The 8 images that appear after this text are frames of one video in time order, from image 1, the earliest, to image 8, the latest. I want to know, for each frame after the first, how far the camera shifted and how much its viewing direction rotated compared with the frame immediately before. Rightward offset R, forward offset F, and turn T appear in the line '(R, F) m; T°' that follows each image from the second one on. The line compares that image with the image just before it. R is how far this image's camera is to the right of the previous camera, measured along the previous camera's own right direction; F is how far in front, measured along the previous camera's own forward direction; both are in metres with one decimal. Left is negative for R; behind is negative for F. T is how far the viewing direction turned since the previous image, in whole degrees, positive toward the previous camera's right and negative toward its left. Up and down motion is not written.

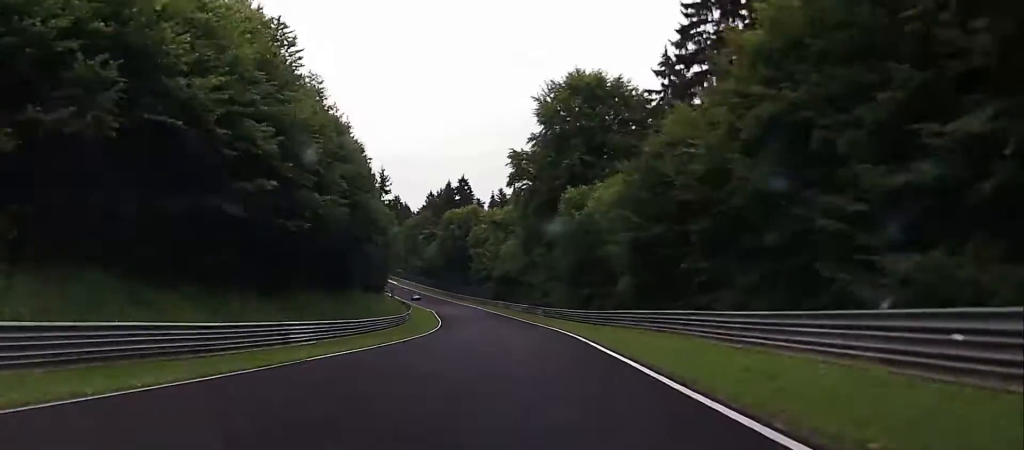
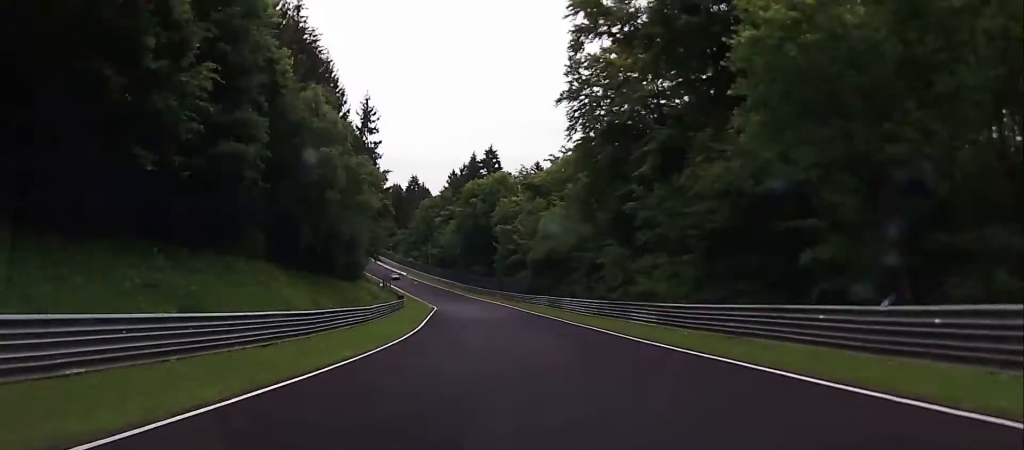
(+0.5, +38.4) m; -1°
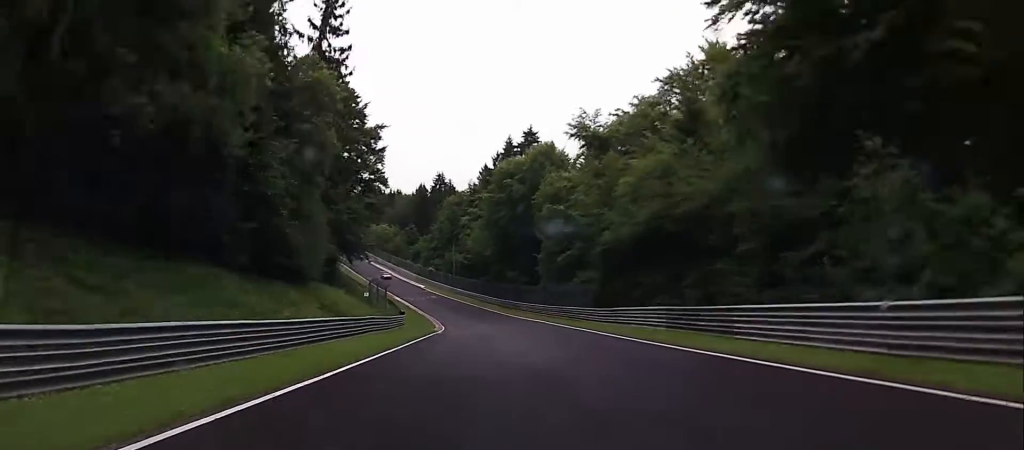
(-0.7, +32.4) m; -2°
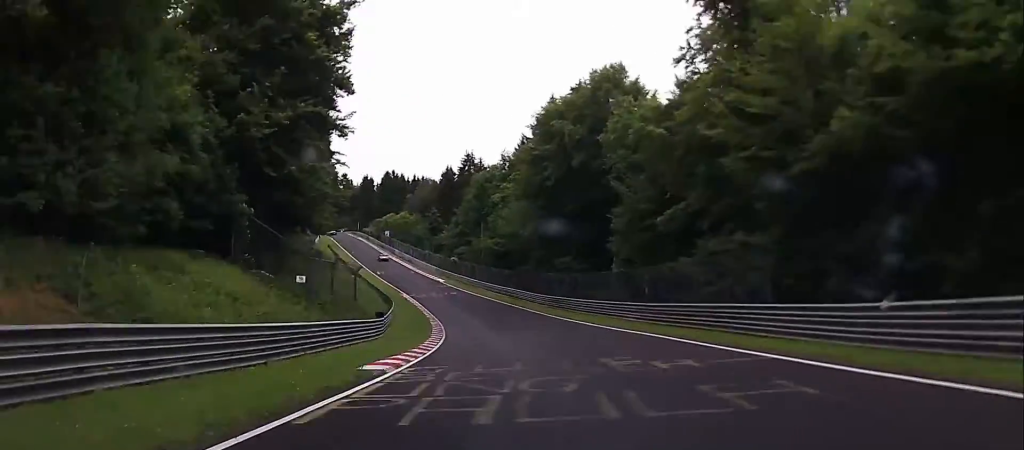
(-0.4, +29.4) m; -2°
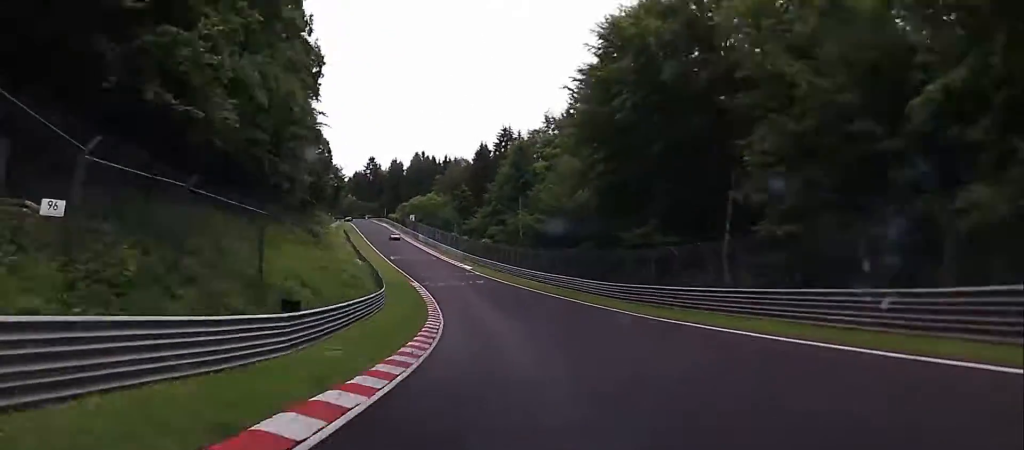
(0.0, +21.8) m; -2°
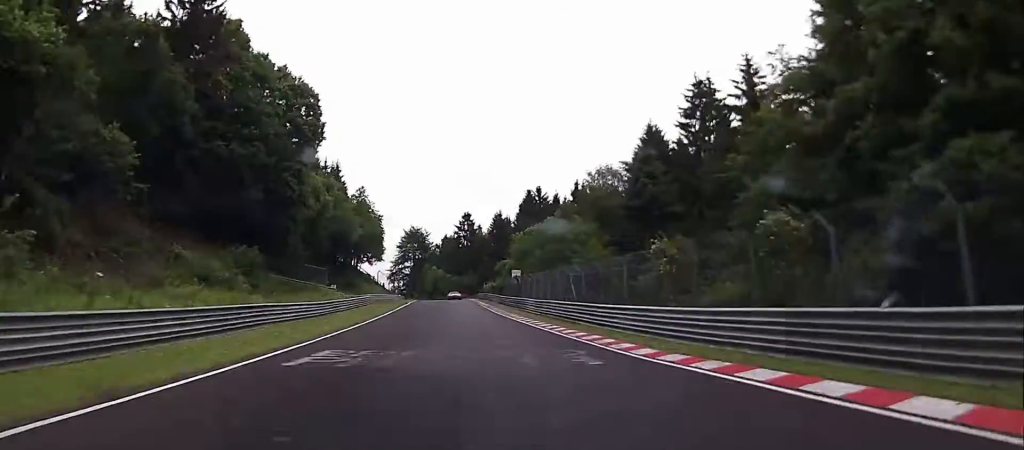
(-8.8, +77.2) m; -13°
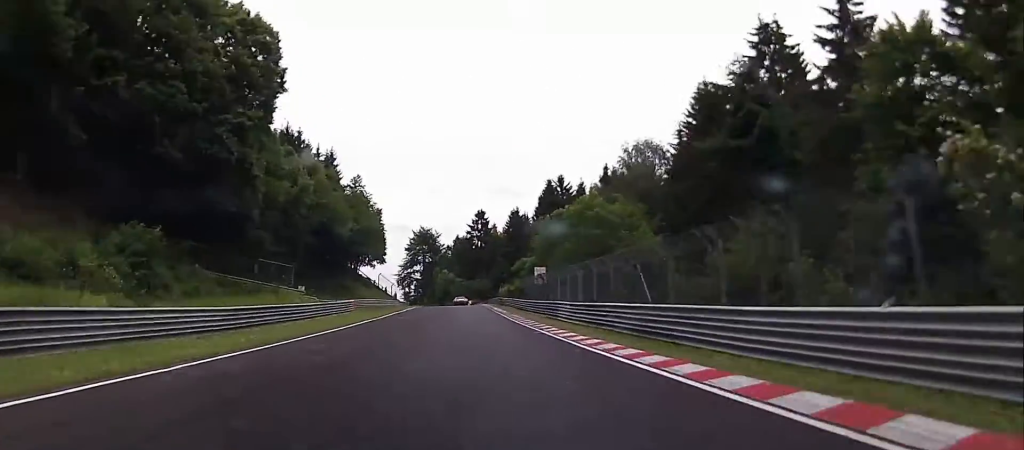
(-0.4, +17.9) m; -2°
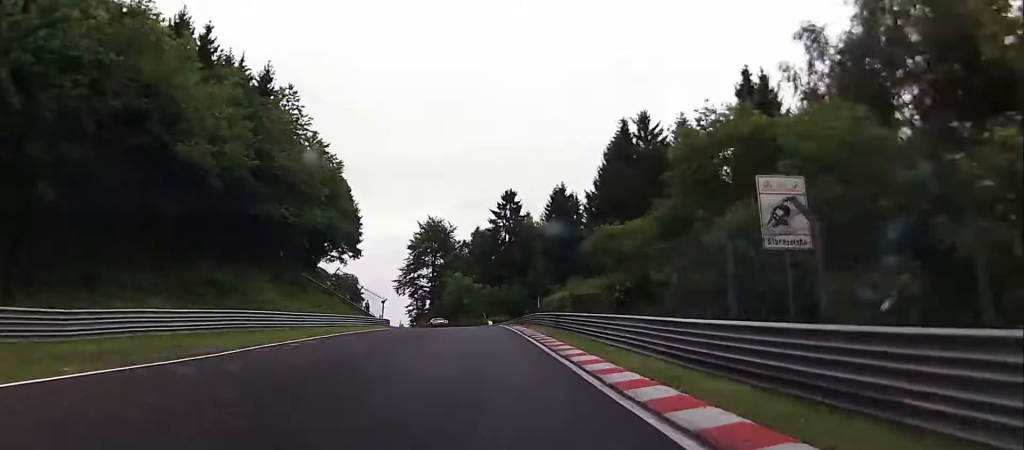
(-2.7, +62.0) m; -5°
